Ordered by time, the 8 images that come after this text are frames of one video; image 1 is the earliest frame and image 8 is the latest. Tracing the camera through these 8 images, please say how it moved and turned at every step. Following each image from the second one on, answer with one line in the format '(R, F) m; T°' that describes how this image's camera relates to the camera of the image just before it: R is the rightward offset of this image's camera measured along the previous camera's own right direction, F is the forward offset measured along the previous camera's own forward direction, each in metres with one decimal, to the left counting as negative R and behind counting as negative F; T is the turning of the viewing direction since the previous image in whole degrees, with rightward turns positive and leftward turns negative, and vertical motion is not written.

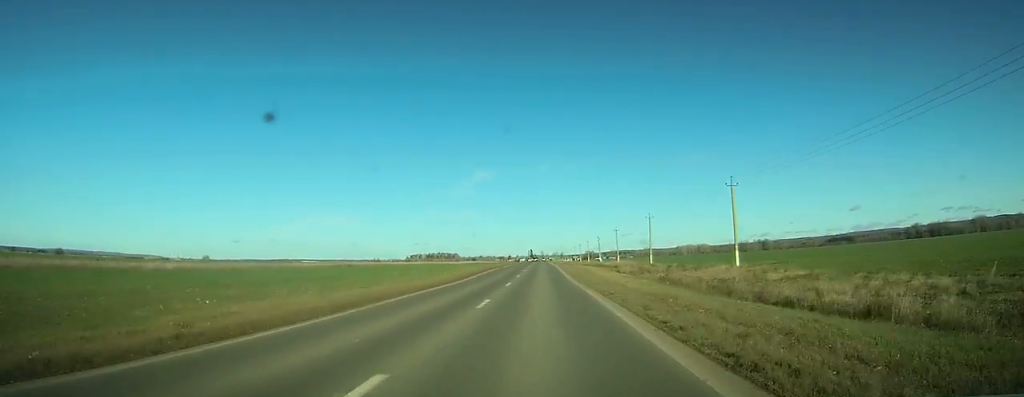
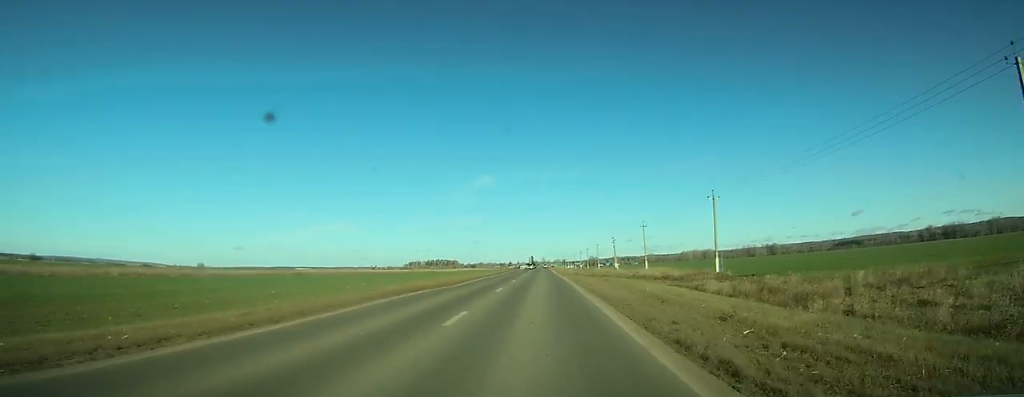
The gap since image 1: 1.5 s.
(+0.1, +36.2) m; 0°
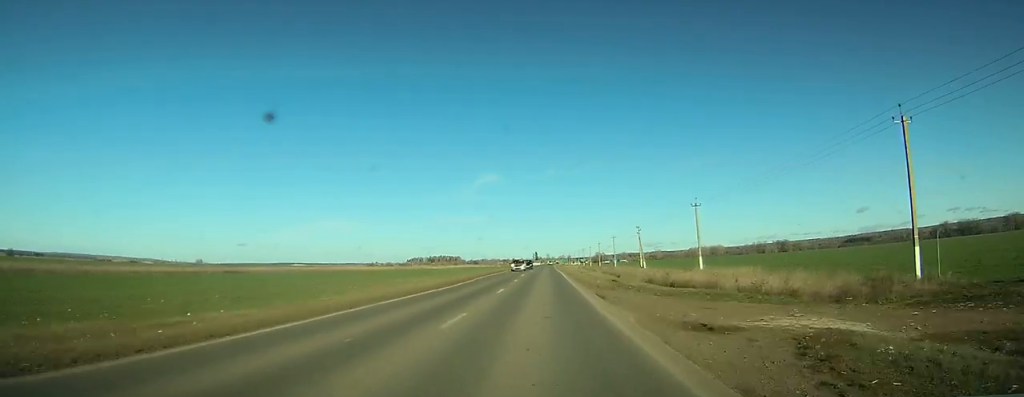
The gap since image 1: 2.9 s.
(-0.1, +34.0) m; 0°
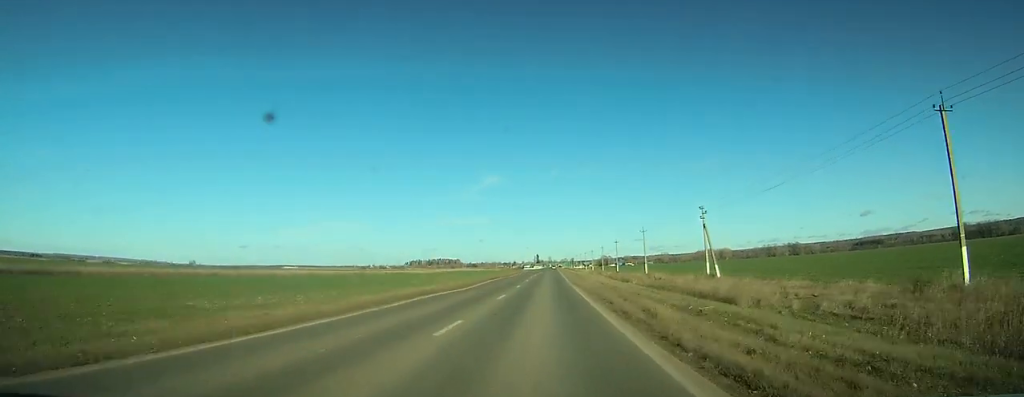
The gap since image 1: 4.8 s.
(-0.1, +47.4) m; 0°
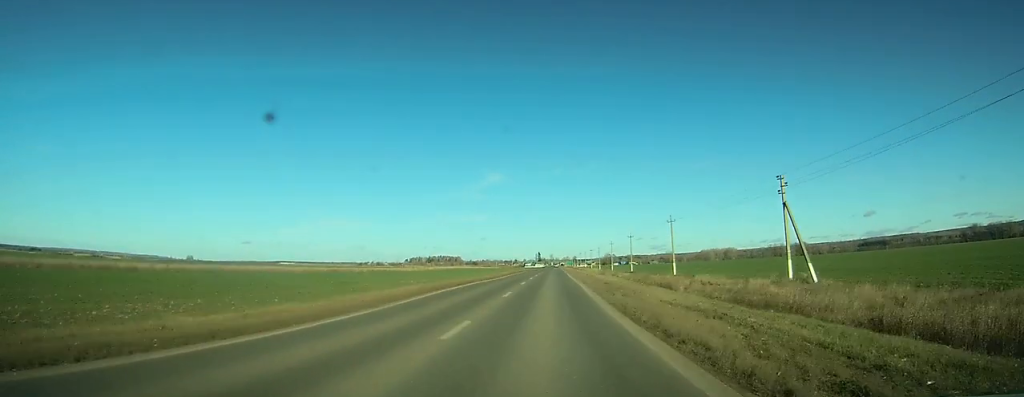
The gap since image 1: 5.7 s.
(0.0, +24.4) m; 0°
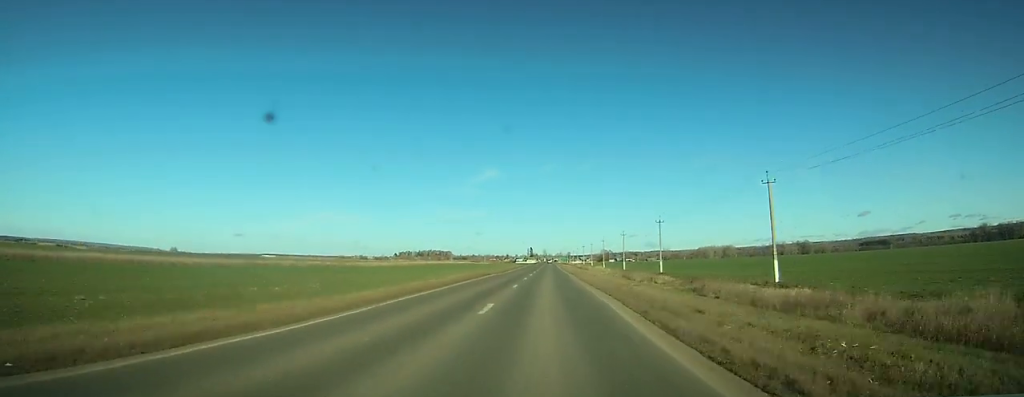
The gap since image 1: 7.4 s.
(+0.2, +45.0) m; 0°
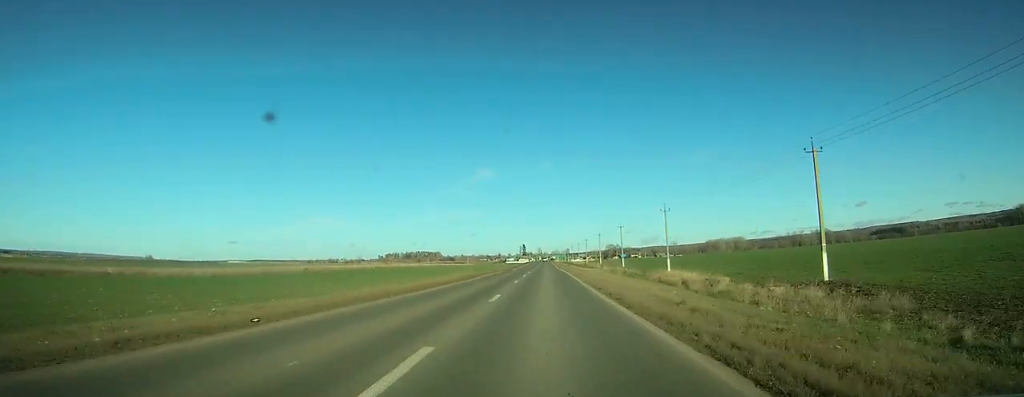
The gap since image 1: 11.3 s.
(+0.2, +101.1) m; 0°
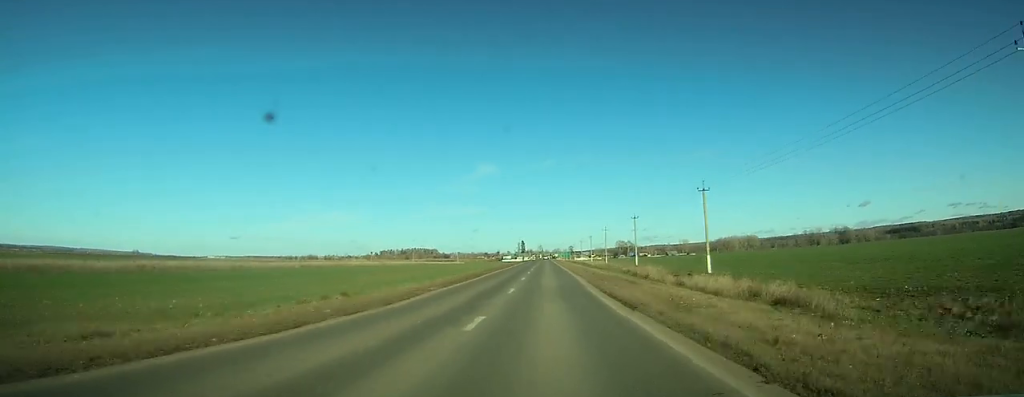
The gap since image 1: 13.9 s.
(-0.1, +65.6) m; 0°
